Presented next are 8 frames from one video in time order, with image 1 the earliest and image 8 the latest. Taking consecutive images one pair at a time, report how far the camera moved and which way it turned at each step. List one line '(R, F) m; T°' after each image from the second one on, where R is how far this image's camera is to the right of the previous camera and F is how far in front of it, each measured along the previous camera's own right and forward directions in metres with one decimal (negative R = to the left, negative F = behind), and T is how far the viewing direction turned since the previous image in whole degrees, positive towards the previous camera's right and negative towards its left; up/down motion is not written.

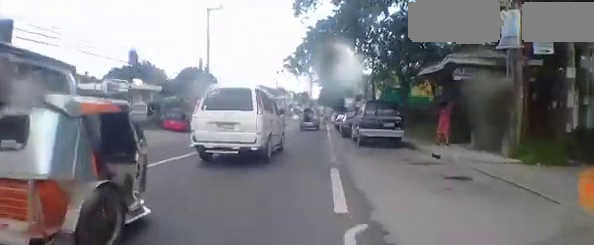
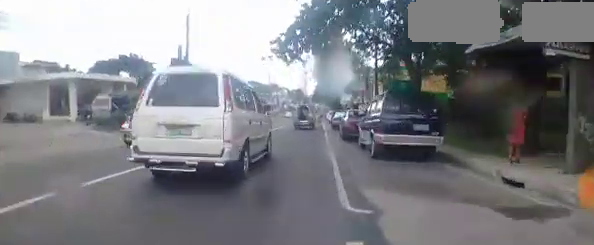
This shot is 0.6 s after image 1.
(-0.2, +4.5) m; -1°
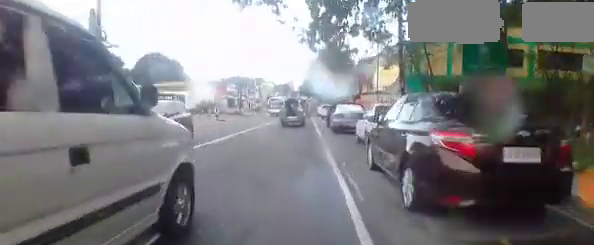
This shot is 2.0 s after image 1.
(+0.5, +11.3) m; +6°
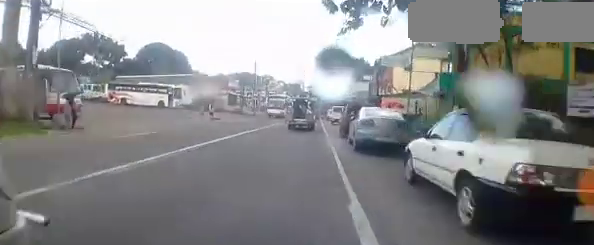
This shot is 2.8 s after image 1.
(+0.2, +6.2) m; +2°
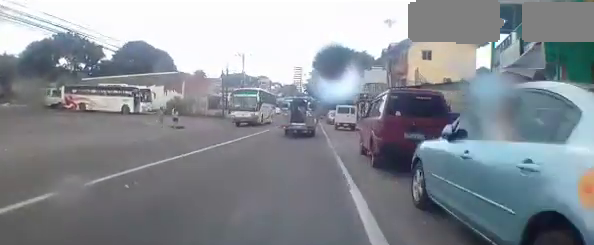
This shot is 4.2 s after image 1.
(-0.2, +9.1) m; -4°
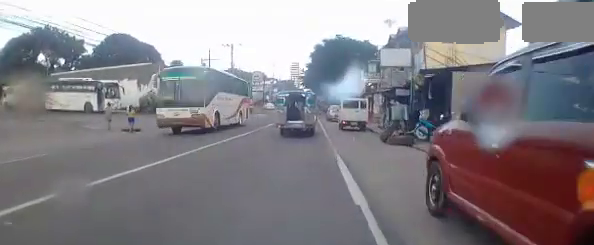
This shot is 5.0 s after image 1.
(-0.1, +6.2) m; -1°
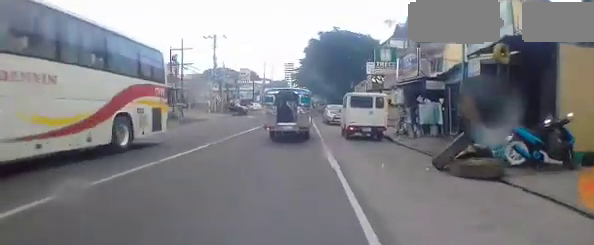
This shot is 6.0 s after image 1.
(0.0, +6.4) m; -1°
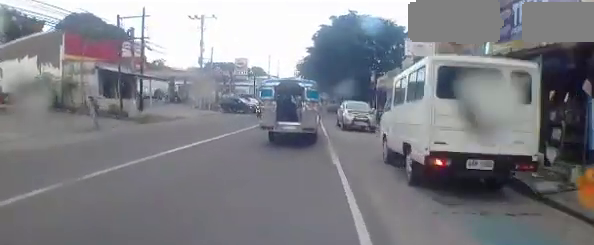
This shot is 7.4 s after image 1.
(-0.2, +9.4) m; -1°
